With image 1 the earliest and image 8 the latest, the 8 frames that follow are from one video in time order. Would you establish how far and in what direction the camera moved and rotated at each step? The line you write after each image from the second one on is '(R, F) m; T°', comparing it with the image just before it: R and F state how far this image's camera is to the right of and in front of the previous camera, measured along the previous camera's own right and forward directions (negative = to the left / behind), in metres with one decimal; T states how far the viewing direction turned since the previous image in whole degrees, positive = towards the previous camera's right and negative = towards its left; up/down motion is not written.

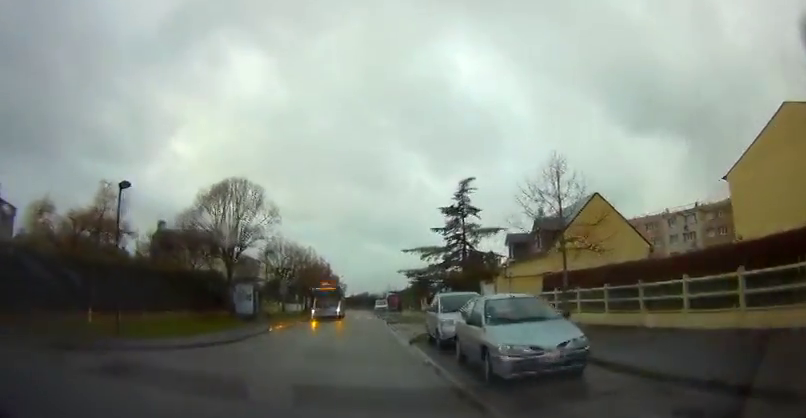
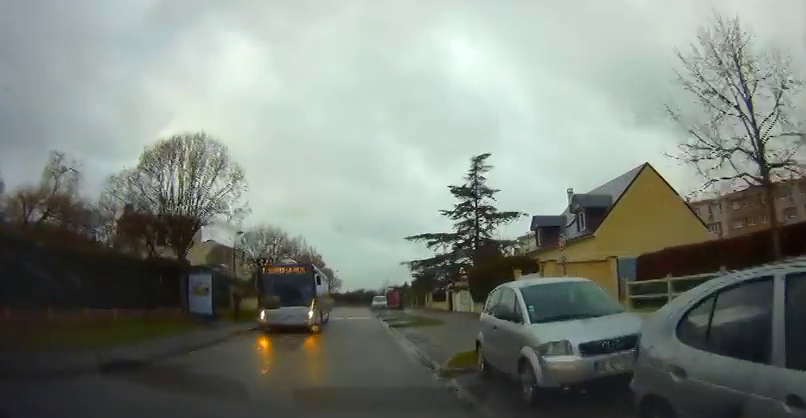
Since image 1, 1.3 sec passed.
(0.0, +7.9) m; 0°
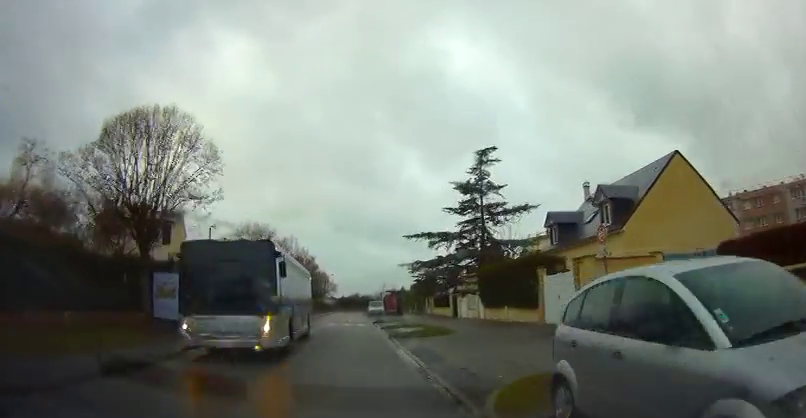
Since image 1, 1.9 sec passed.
(0.0, +3.9) m; 0°
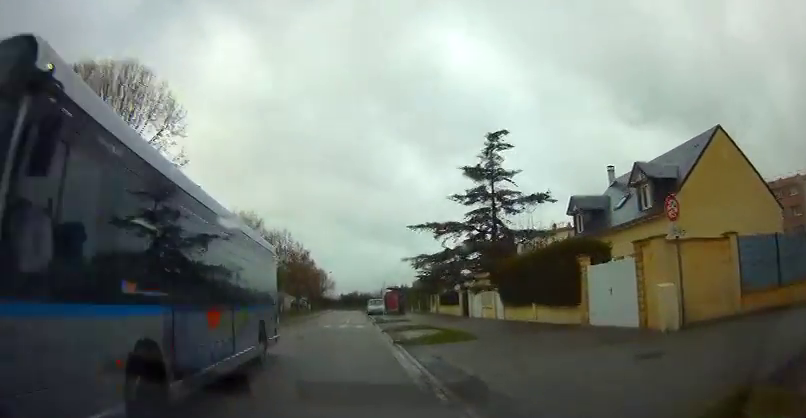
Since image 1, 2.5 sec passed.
(0.0, +3.9) m; 0°
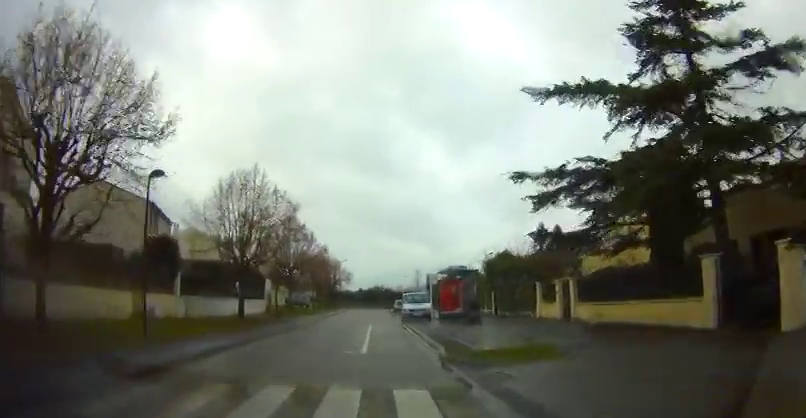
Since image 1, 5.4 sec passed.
(-0.4, +22.8) m; -3°
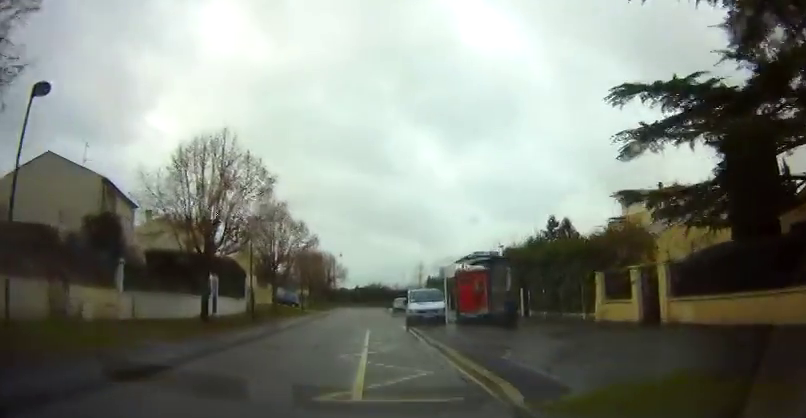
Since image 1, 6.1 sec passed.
(0.0, +6.4) m; +2°
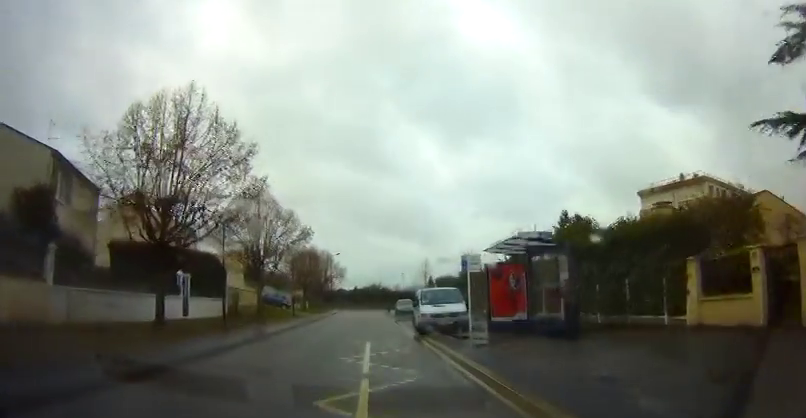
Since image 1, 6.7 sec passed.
(+0.1, +5.2) m; 0°
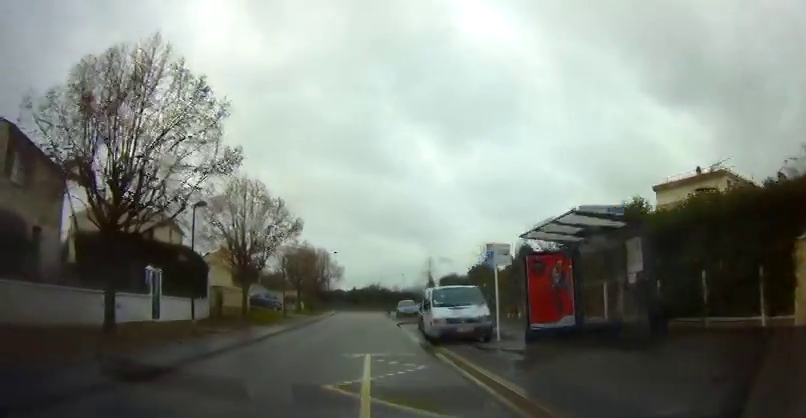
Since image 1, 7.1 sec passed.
(+0.2, +3.8) m; 0°
